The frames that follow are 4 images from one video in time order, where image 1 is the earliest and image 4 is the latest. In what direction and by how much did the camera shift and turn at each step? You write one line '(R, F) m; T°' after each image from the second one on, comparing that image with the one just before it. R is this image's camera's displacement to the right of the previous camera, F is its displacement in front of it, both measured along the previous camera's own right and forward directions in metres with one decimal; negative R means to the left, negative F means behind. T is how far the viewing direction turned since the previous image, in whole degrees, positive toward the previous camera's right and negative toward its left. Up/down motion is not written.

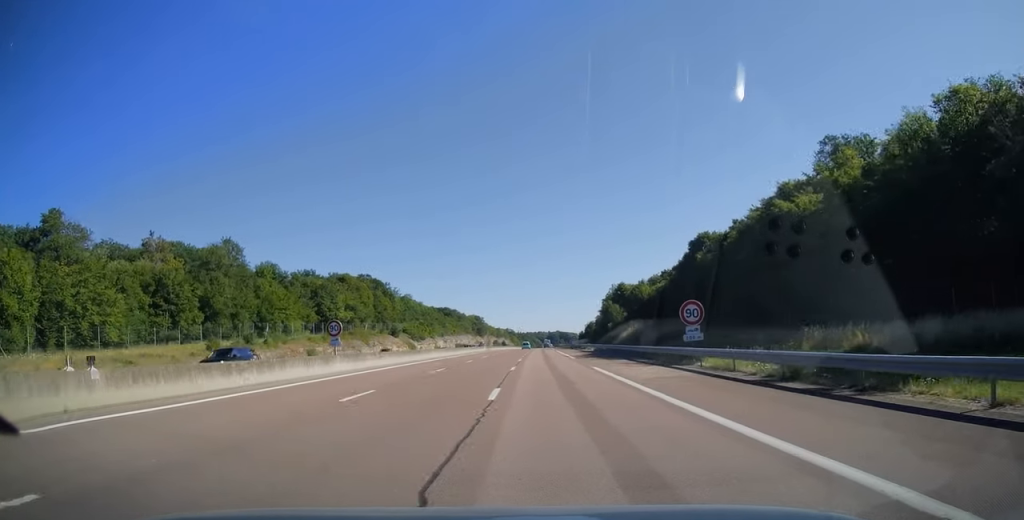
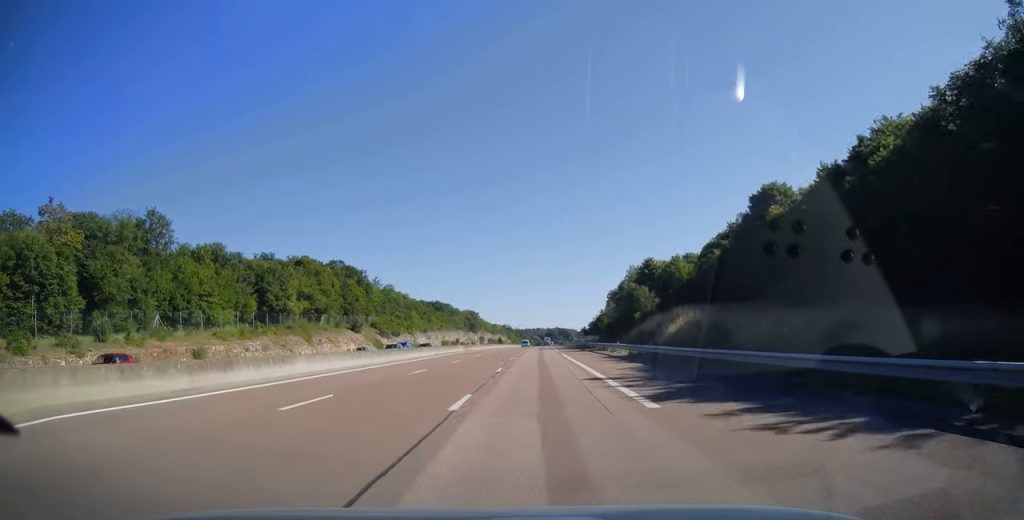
(0.0, +29.0) m; 0°
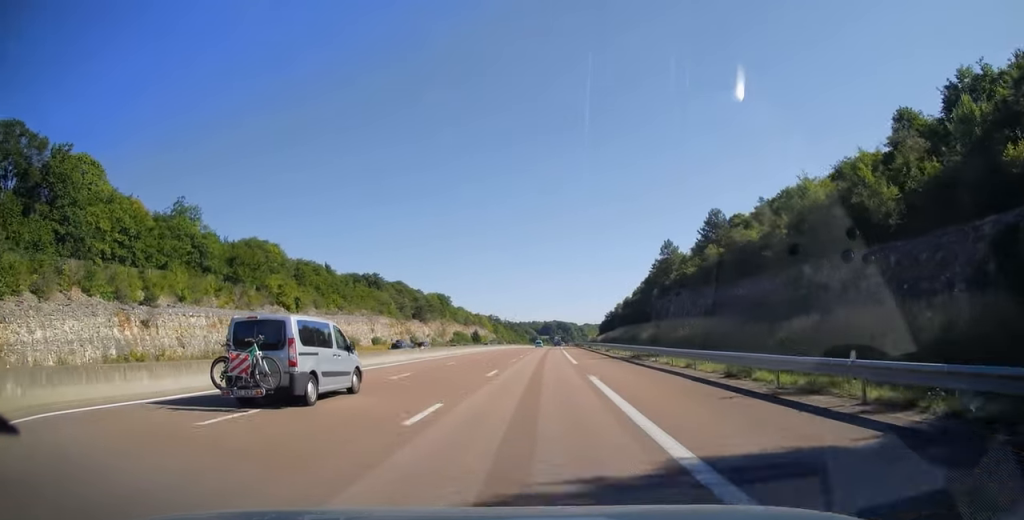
(+0.1, +133.1) m; 0°
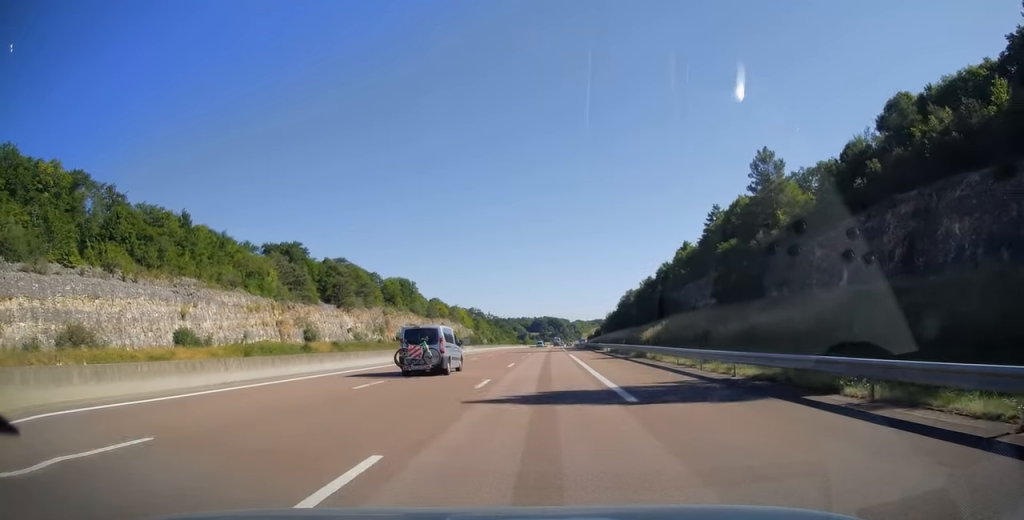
(+0.4, +71.9) m; +1°
